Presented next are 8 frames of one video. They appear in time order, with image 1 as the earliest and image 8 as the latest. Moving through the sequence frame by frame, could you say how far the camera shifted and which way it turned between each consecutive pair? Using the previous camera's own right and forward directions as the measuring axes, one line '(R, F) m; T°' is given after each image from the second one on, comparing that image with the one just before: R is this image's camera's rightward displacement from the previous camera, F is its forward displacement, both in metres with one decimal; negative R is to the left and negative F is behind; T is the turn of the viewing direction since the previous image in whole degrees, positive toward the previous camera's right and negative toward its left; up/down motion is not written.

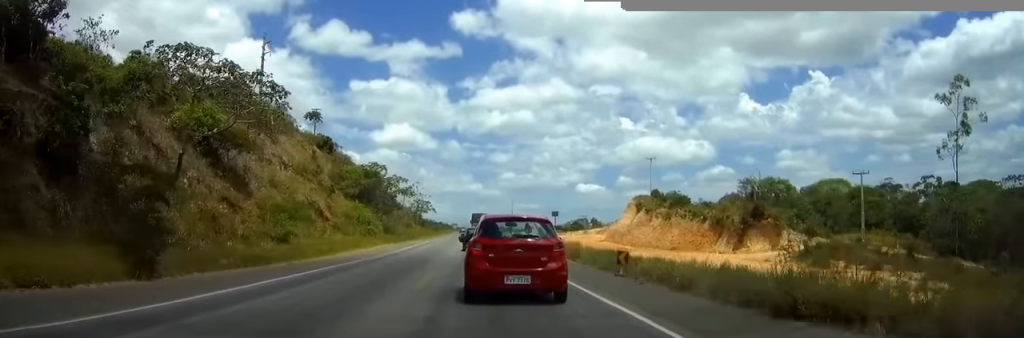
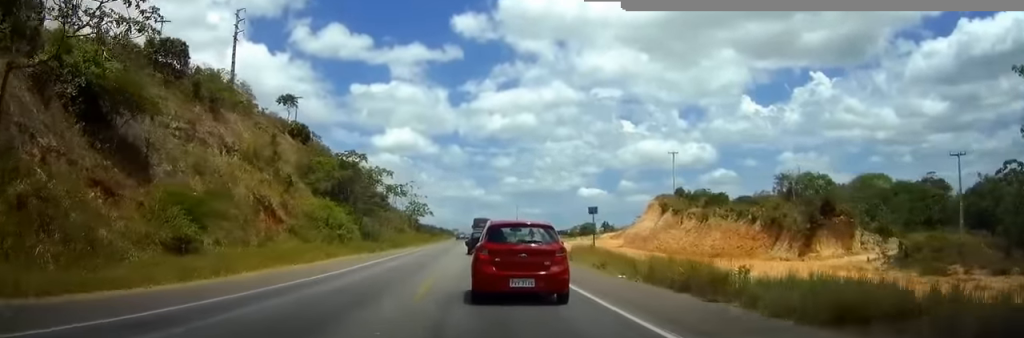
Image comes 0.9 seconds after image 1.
(+0.1, +18.2) m; 0°
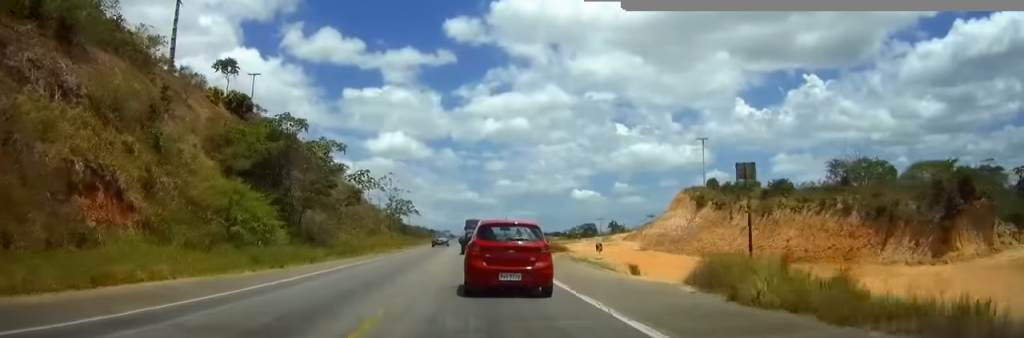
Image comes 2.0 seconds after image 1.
(+0.1, +24.5) m; 0°
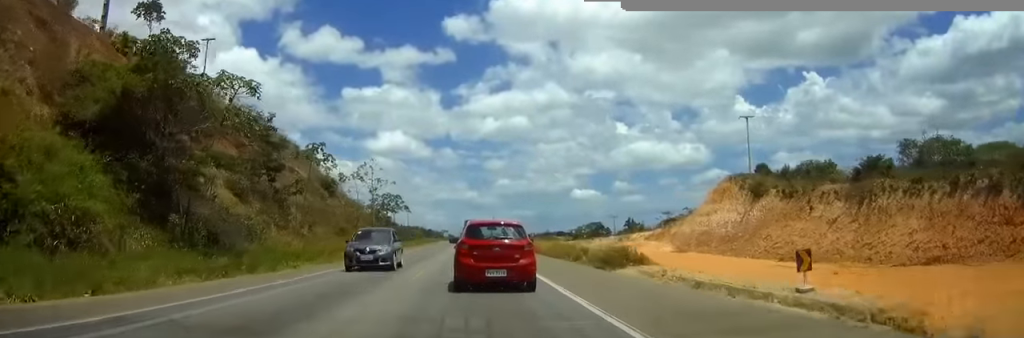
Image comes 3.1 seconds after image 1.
(0.0, +21.6) m; 0°
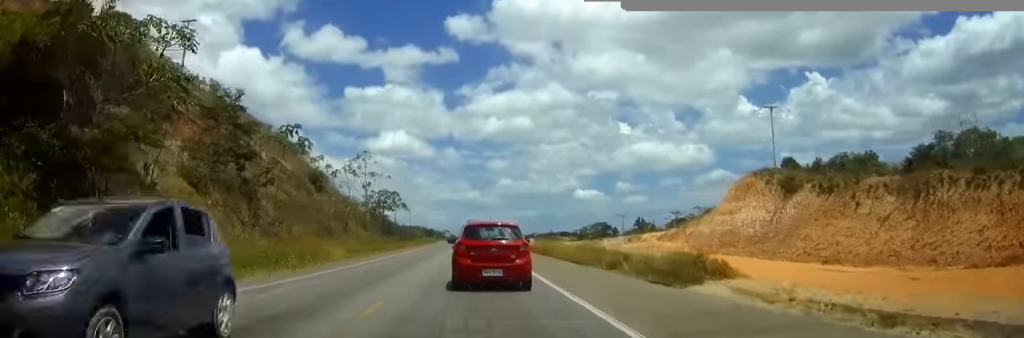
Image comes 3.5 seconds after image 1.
(0.0, +8.4) m; 0°
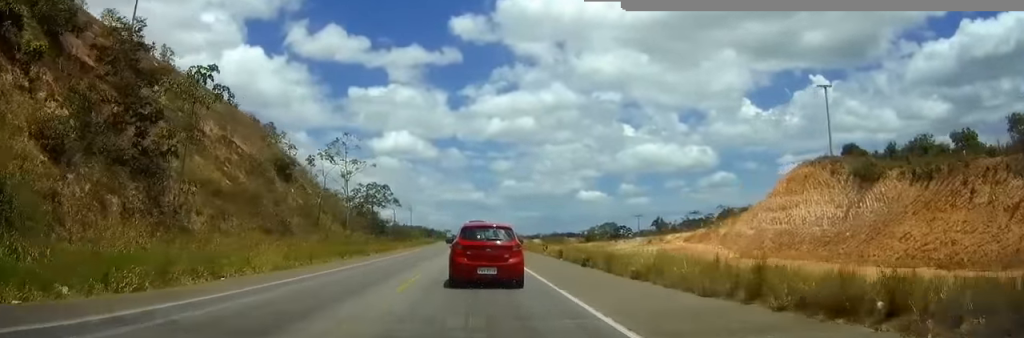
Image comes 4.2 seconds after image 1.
(-0.1, +16.1) m; 0°
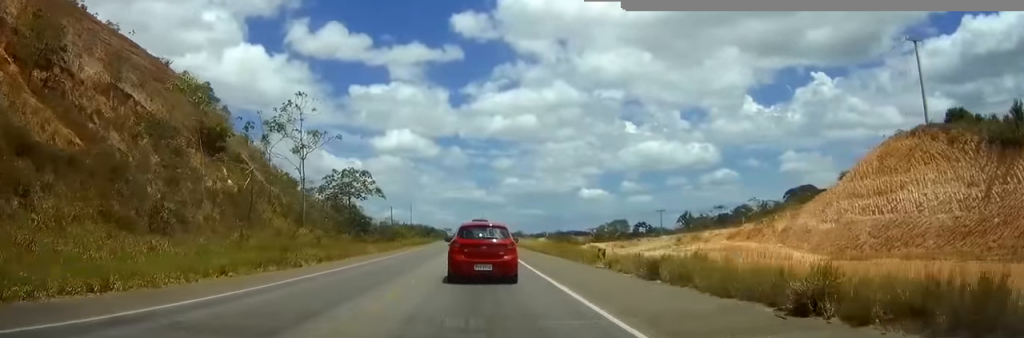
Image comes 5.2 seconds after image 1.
(0.0, +20.5) m; 0°
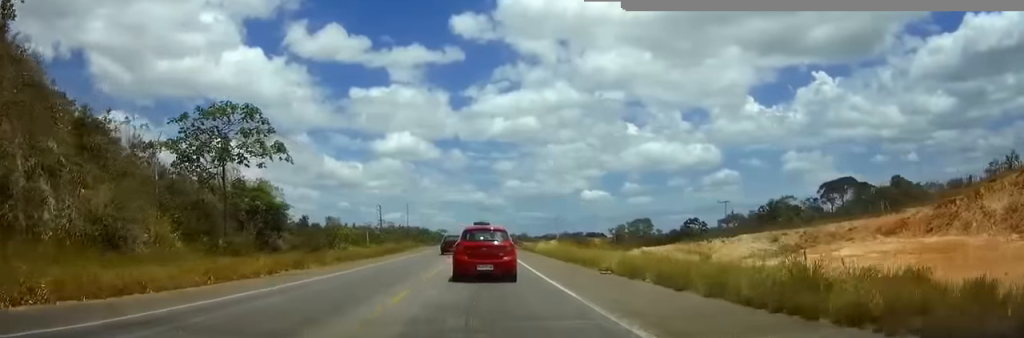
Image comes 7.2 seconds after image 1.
(0.0, +42.7) m; 0°
